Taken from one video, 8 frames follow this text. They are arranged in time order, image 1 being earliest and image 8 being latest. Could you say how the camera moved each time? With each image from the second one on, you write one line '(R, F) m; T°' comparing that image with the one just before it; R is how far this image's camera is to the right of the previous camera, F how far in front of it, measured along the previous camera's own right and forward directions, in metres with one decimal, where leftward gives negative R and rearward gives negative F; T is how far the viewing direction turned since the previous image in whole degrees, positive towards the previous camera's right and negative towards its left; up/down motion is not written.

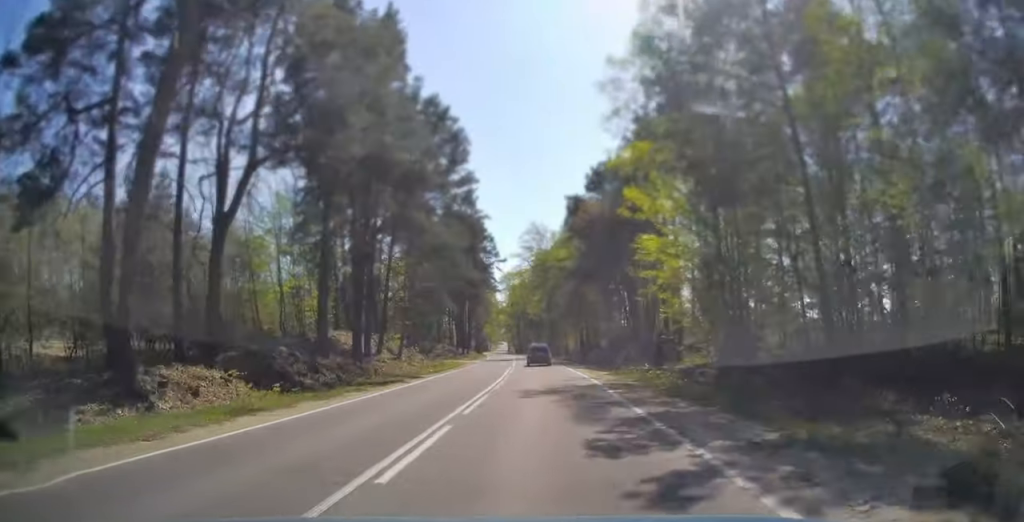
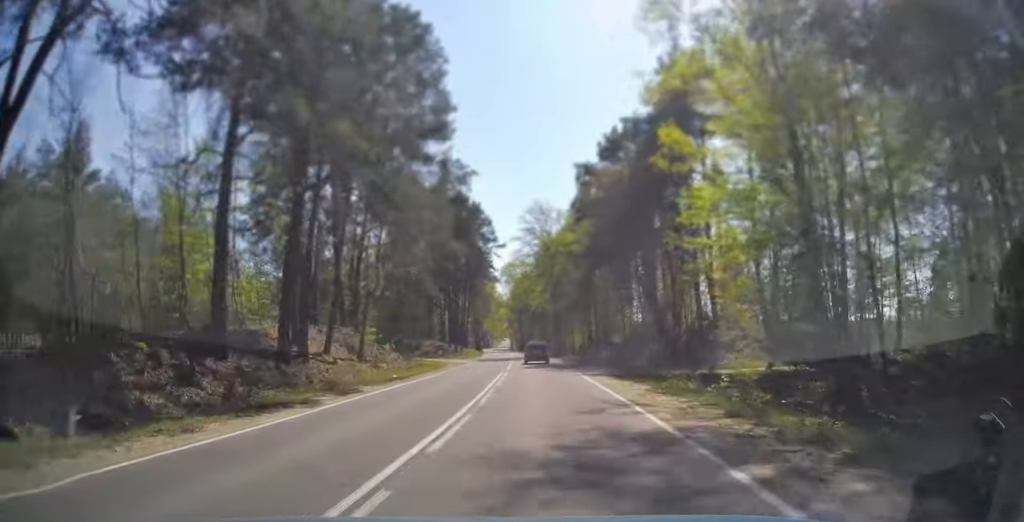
(0.0, +10.1) m; -1°
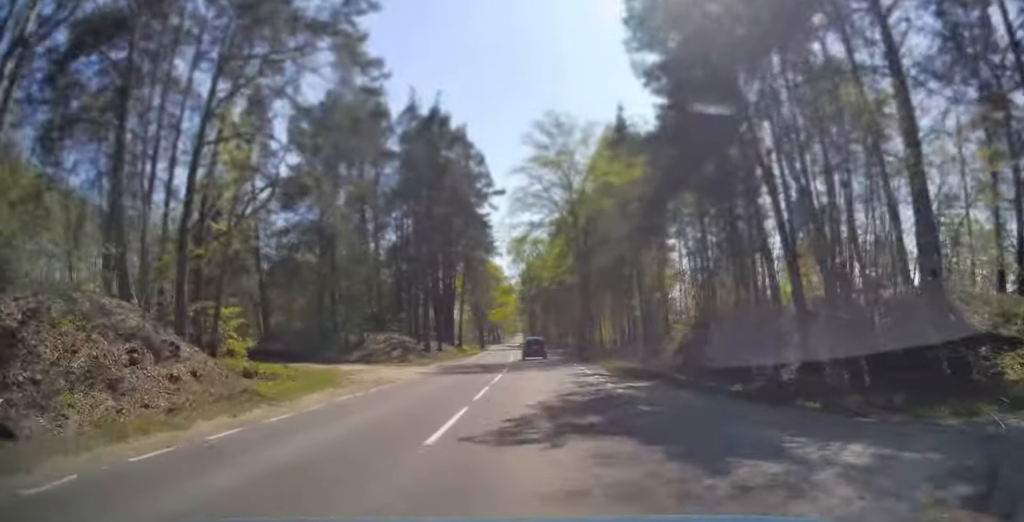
(-0.5, +25.7) m; -2°
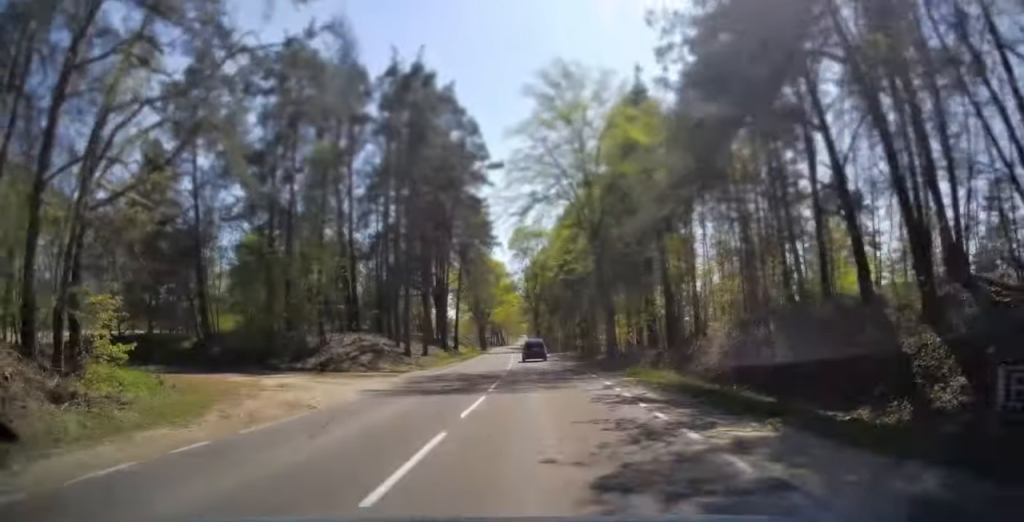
(0.0, +8.5) m; 0°
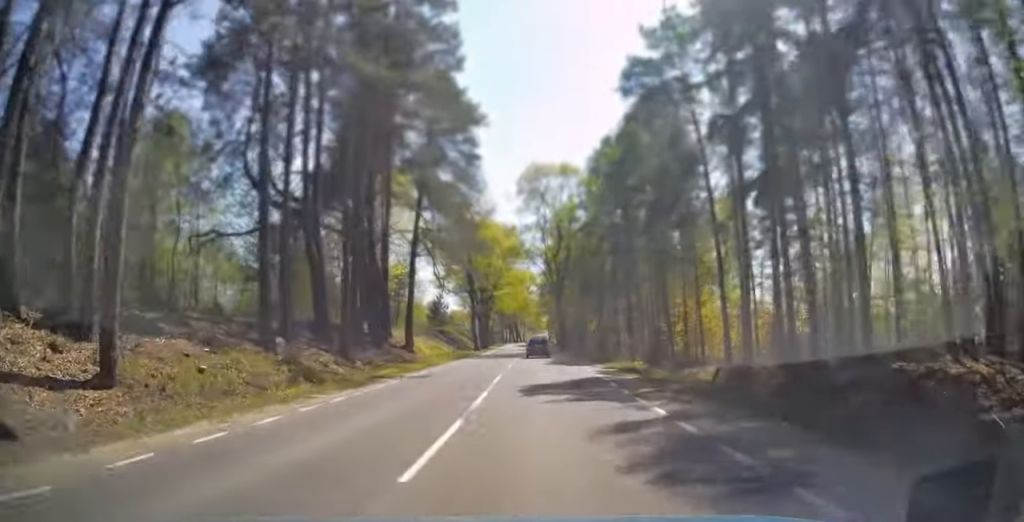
(-0.2, +34.5) m; -1°
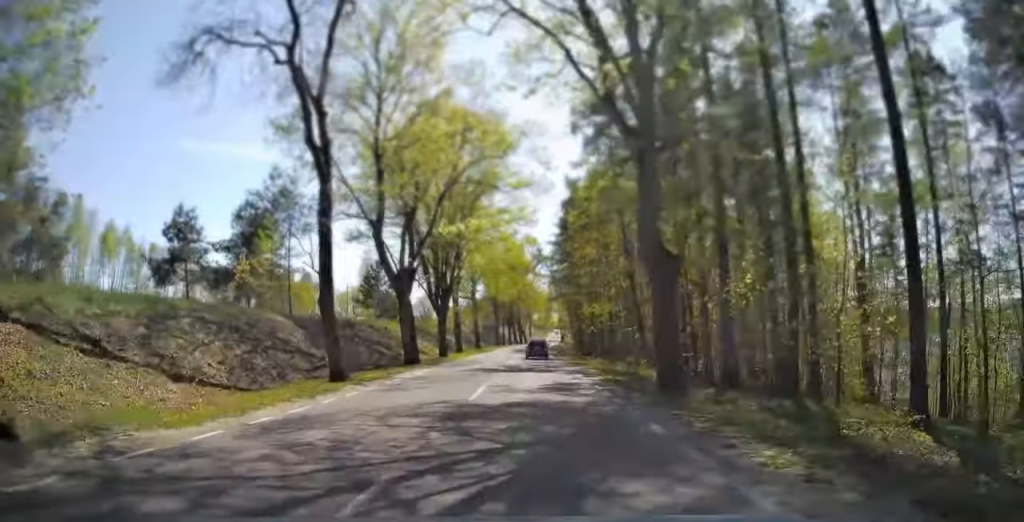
(-0.8, +47.9) m; -2°
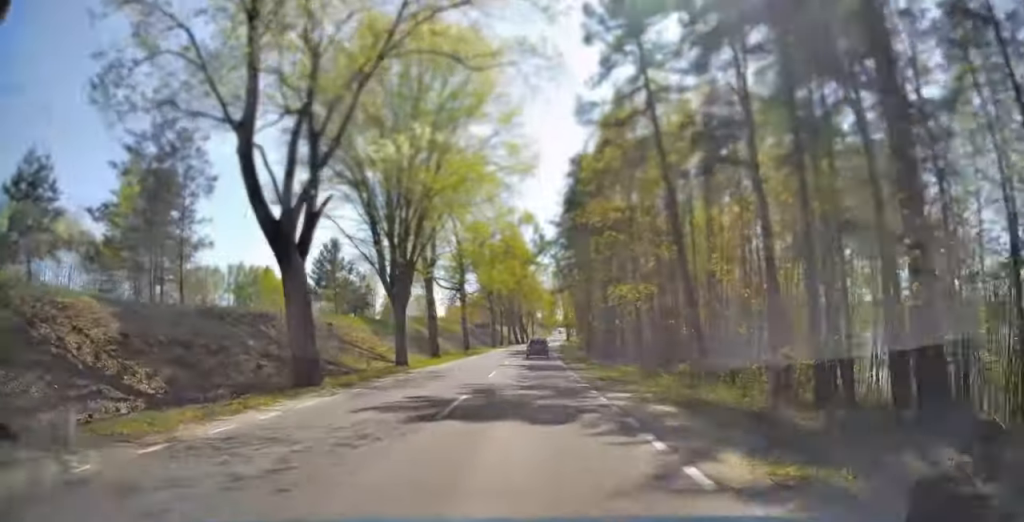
(-0.1, +14.6) m; 0°
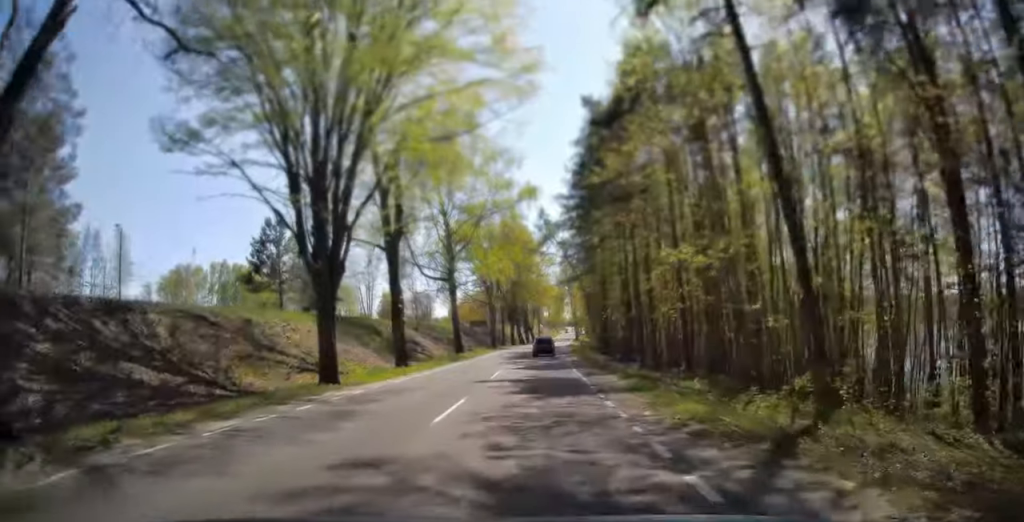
(-0.1, +11.8) m; 0°
